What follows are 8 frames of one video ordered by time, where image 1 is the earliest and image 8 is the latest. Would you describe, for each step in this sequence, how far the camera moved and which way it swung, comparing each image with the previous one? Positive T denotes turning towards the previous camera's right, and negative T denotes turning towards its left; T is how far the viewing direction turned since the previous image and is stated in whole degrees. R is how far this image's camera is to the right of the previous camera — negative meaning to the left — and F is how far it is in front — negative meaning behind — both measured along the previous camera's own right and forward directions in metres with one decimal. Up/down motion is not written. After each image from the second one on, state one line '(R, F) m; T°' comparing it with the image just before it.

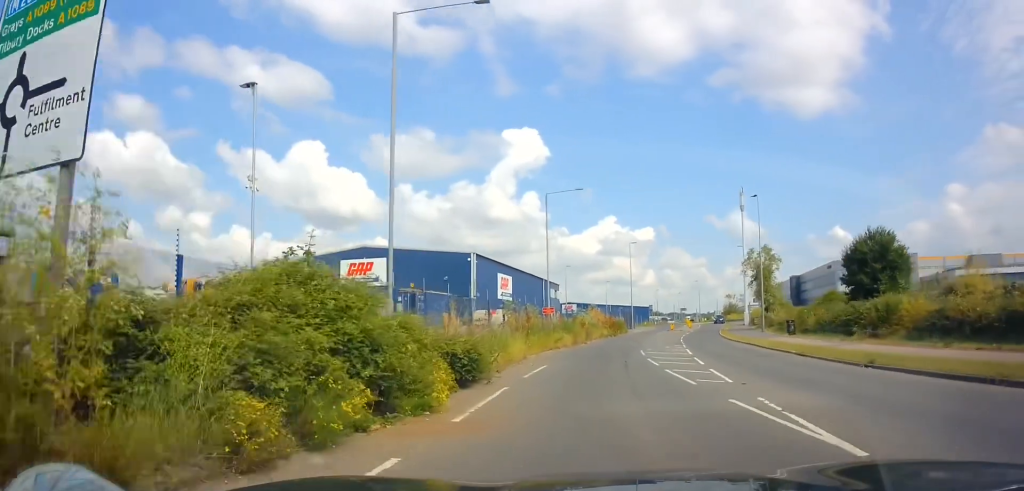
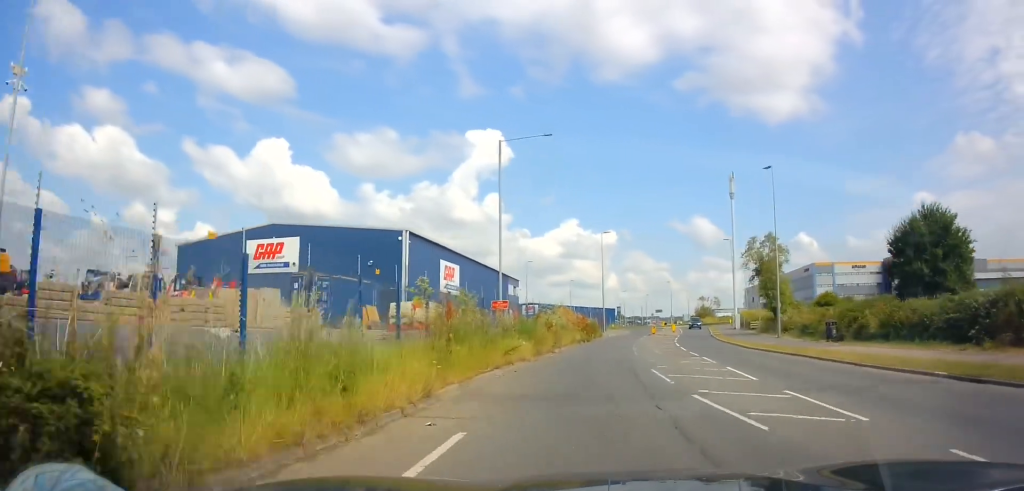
(+0.2, +11.1) m; +4°
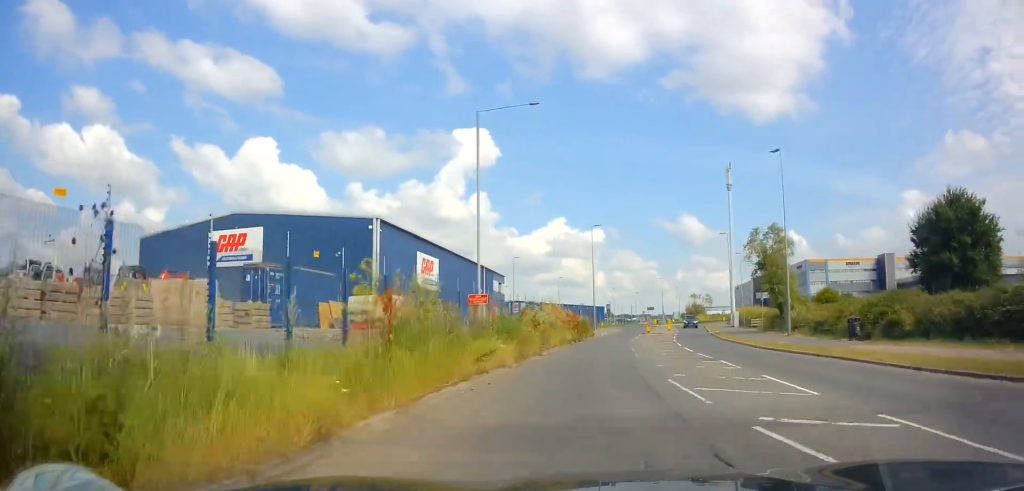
(-0.1, +3.9) m; +2°
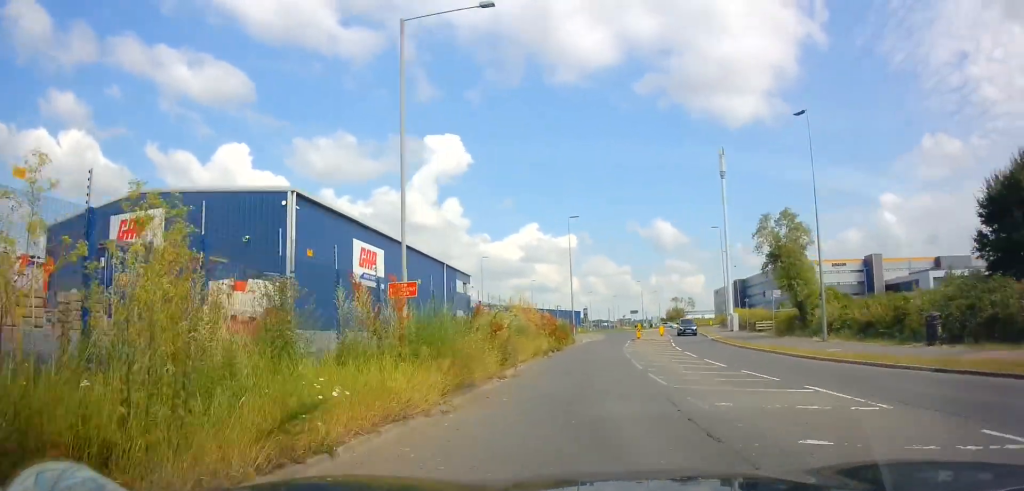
(+0.4, +8.0) m; +4°
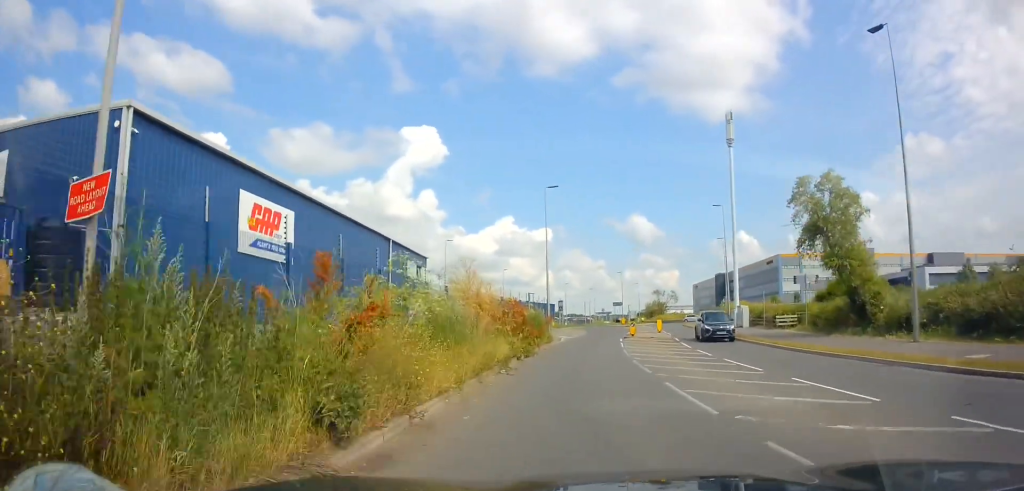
(+0.3, +9.9) m; +2°
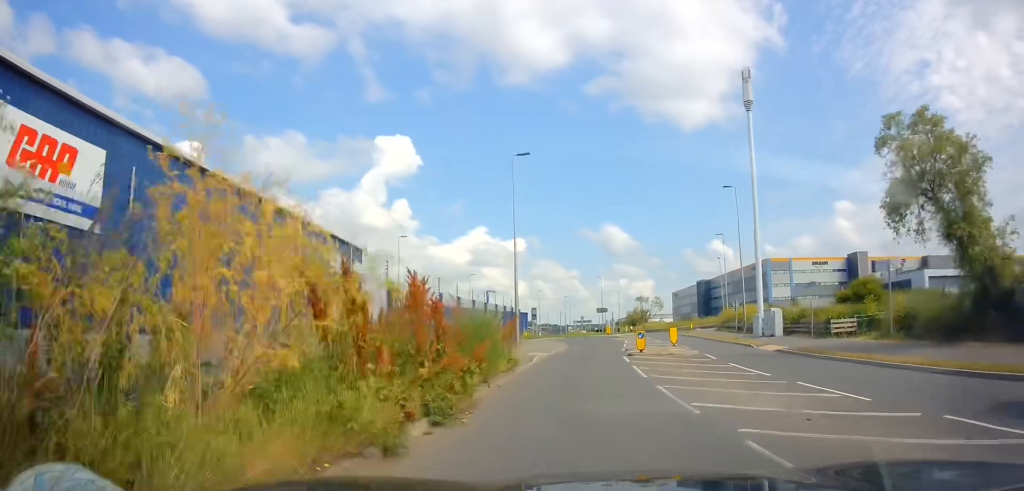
(+0.1, +12.3) m; +4°
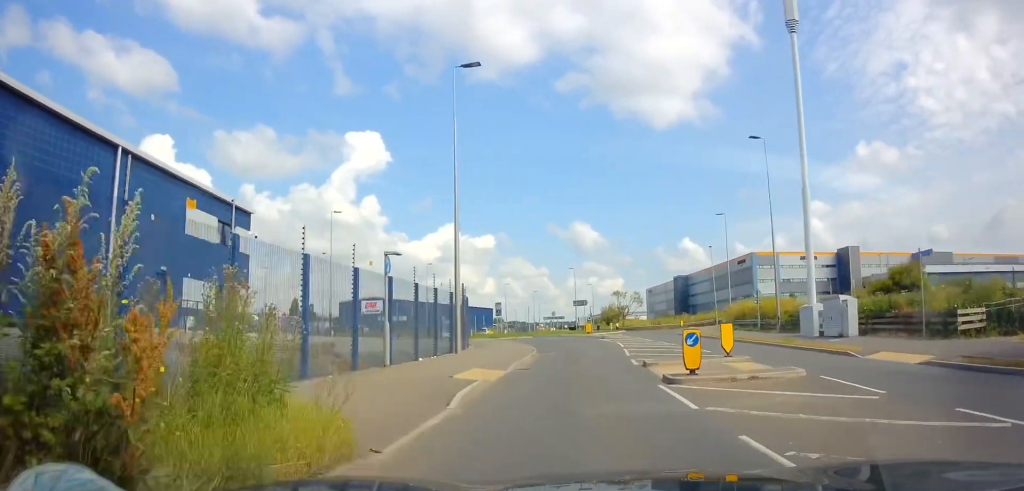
(+0.7, +12.5) m; +2°
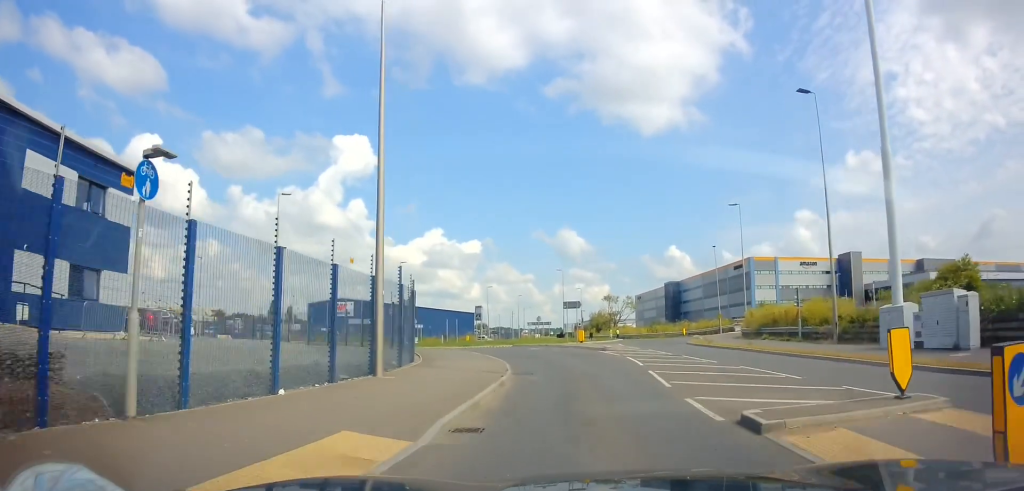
(-0.2, +8.9) m; 0°
